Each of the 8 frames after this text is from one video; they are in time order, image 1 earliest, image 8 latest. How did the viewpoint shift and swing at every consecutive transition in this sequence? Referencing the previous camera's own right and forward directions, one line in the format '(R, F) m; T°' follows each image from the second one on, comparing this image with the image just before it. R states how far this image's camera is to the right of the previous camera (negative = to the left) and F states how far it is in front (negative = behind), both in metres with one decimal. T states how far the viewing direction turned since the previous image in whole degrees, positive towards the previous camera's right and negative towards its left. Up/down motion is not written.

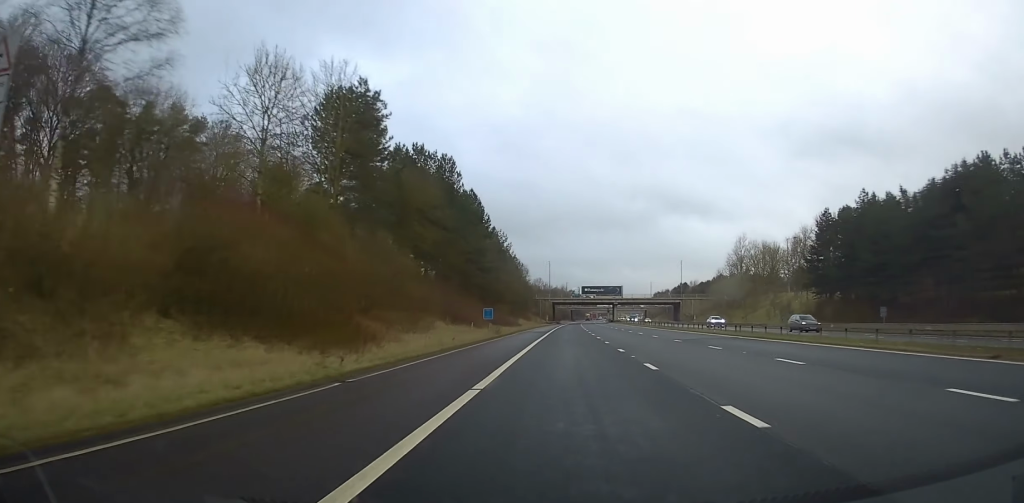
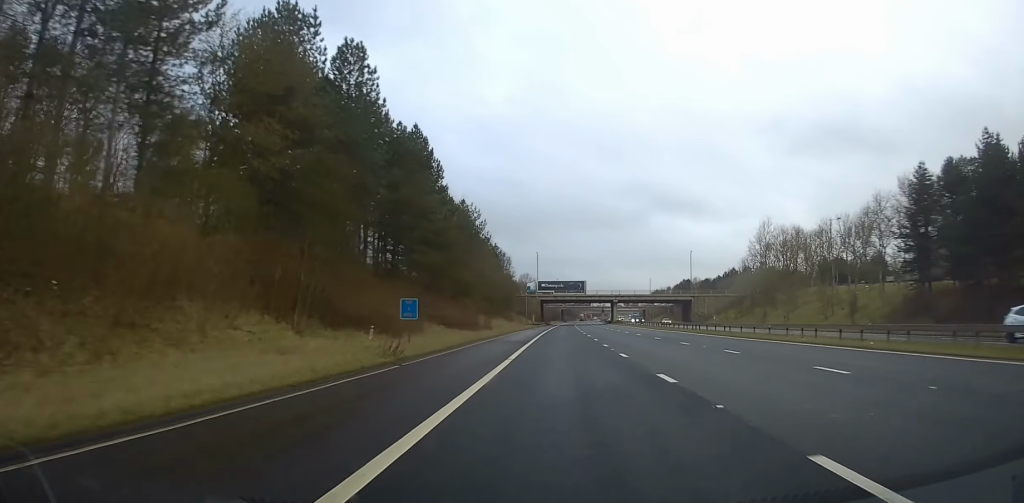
(+0.4, +30.2) m; +1°
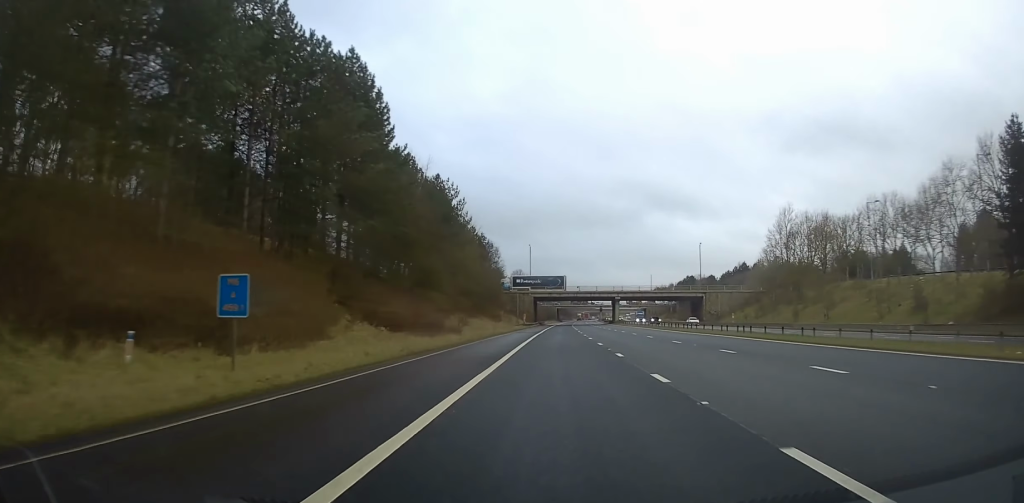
(+0.1, +18.2) m; +1°
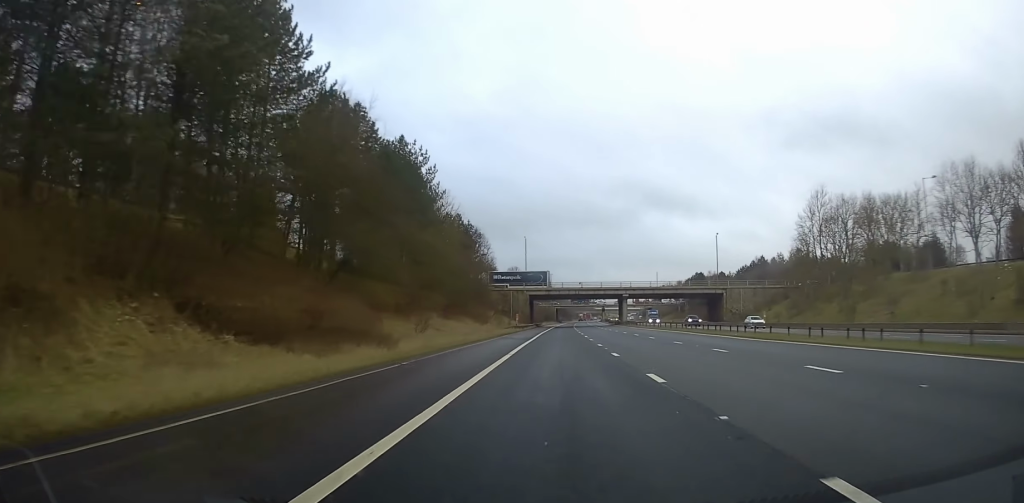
(+0.1, +18.0) m; 0°
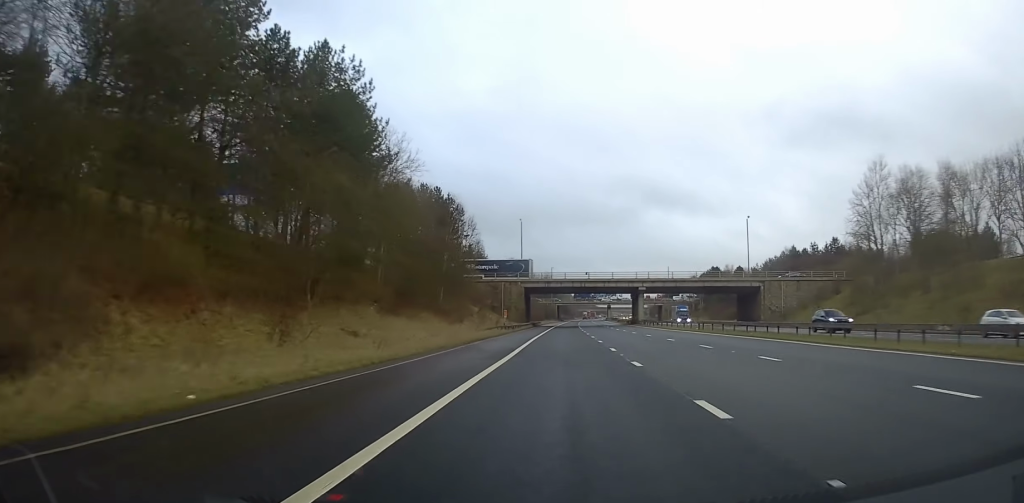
(+0.1, +23.5) m; 0°
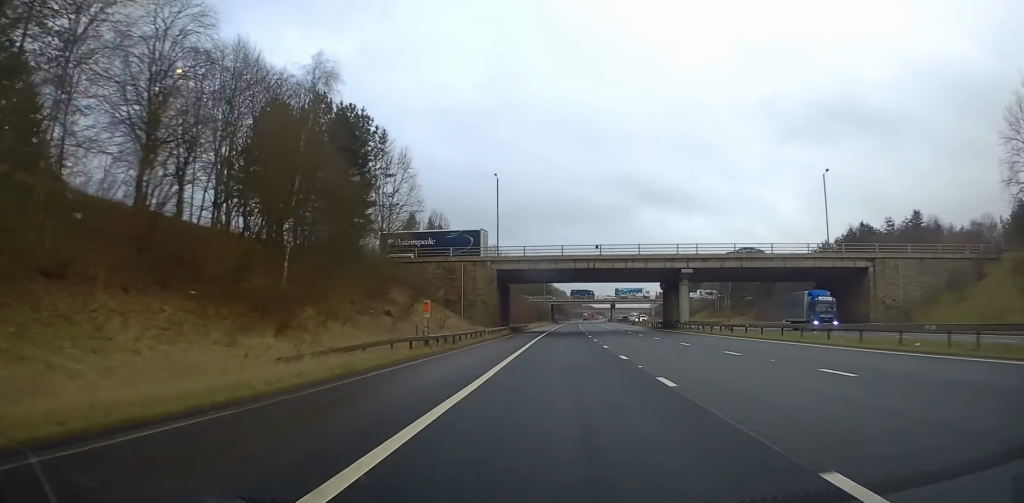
(-0.4, +39.6) m; -1°
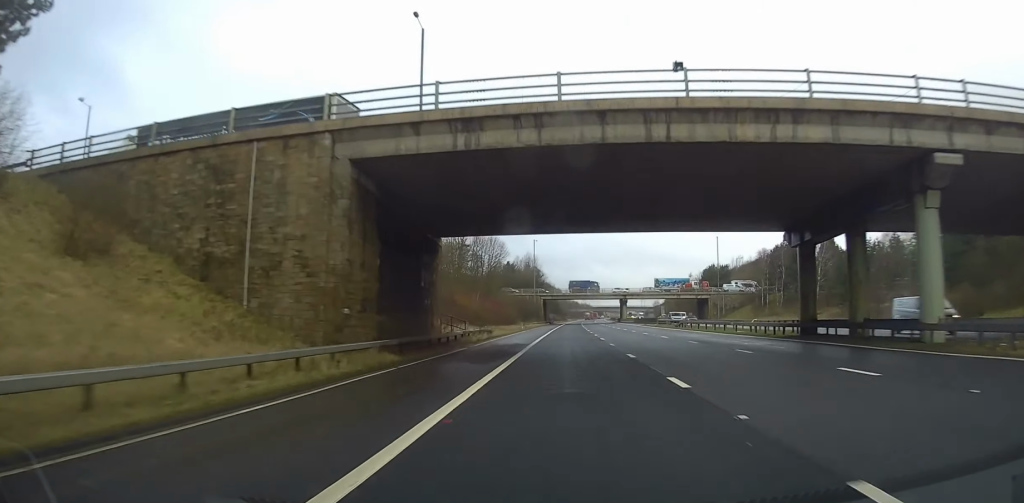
(+0.1, +45.6) m; +1°
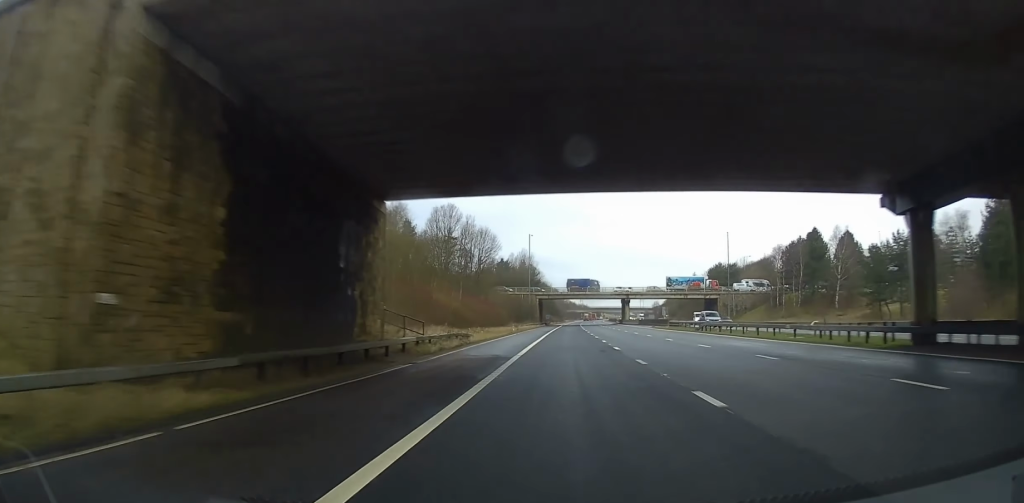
(0.0, +12.1) m; 0°
